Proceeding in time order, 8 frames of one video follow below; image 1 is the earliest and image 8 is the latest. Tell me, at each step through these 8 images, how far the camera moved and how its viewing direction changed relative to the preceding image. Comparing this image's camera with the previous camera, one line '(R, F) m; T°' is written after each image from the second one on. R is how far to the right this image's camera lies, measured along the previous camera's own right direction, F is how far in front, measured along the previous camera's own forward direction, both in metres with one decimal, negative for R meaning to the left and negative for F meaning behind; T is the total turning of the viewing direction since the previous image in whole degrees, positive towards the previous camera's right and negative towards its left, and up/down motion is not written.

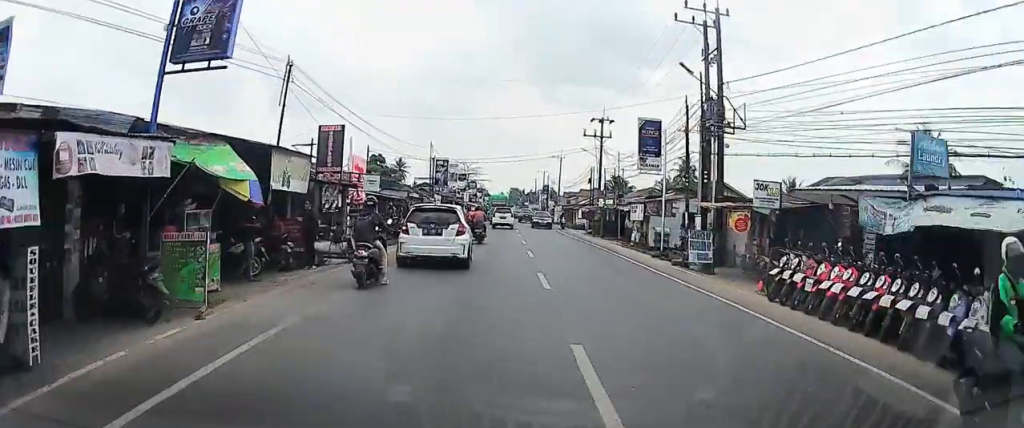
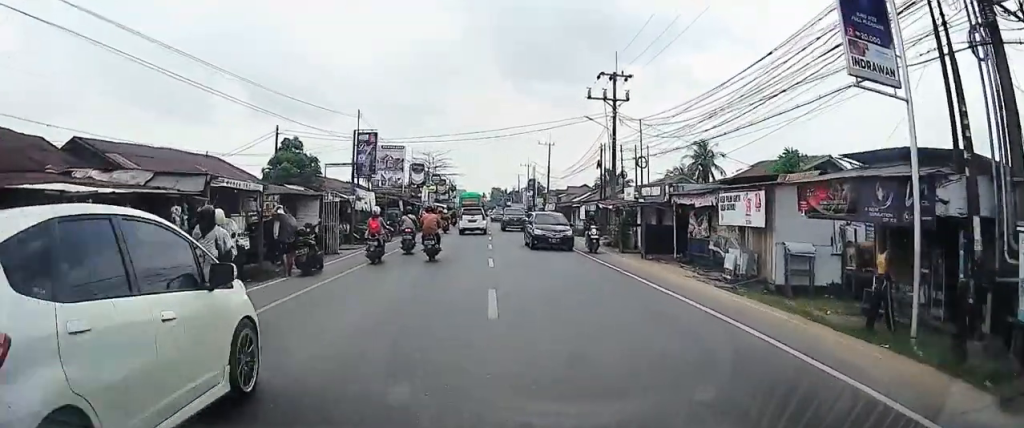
(+0.2, +18.2) m; +1°
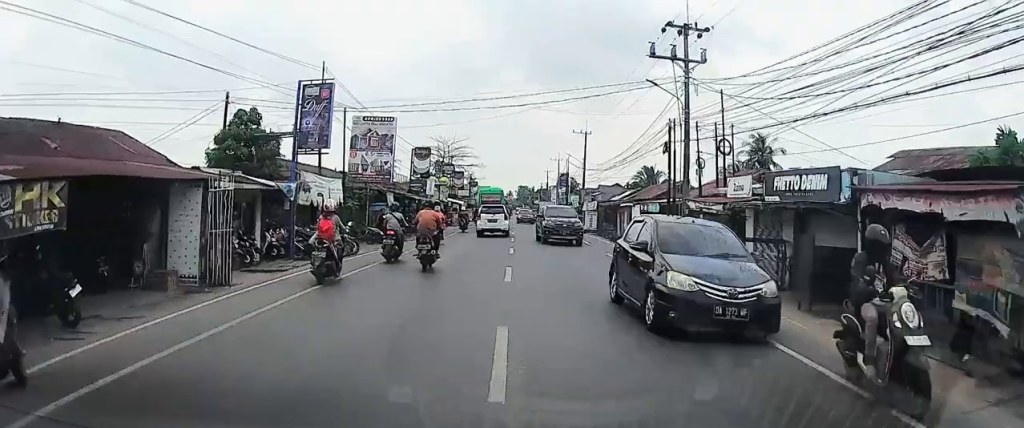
(0.0, +11.8) m; 0°
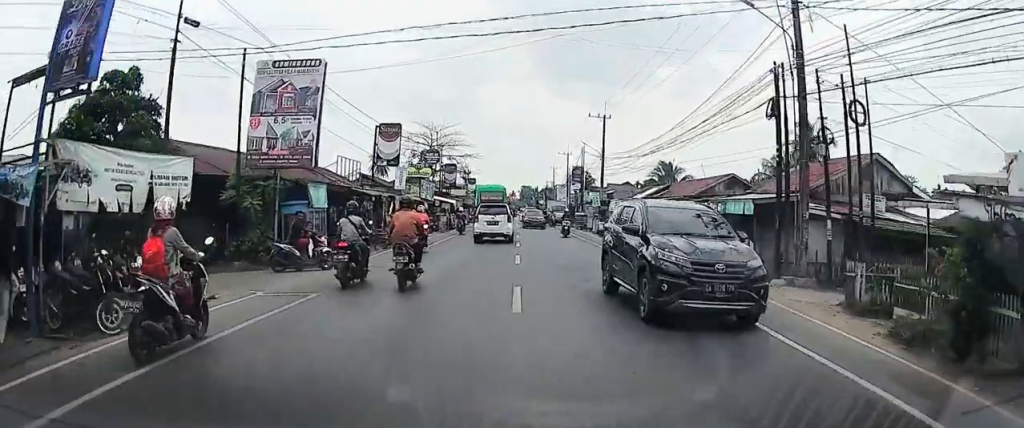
(0.0, +13.5) m; 0°
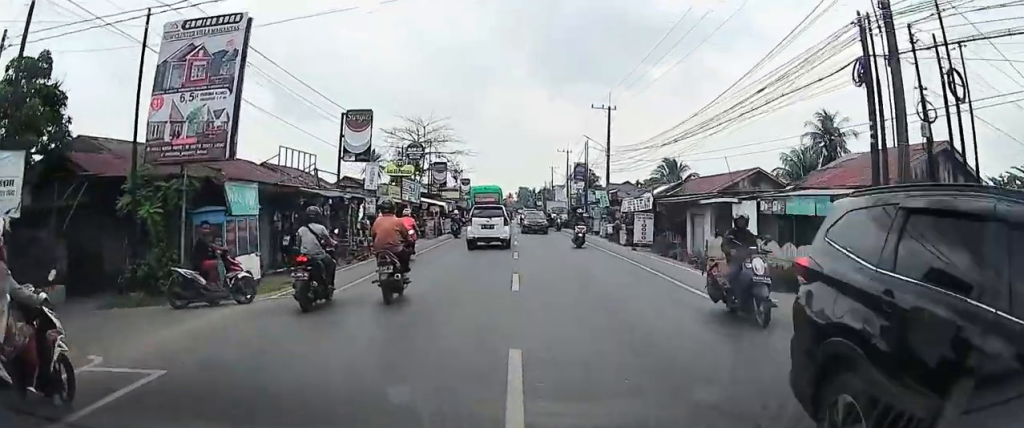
(0.0, +6.6) m; 0°
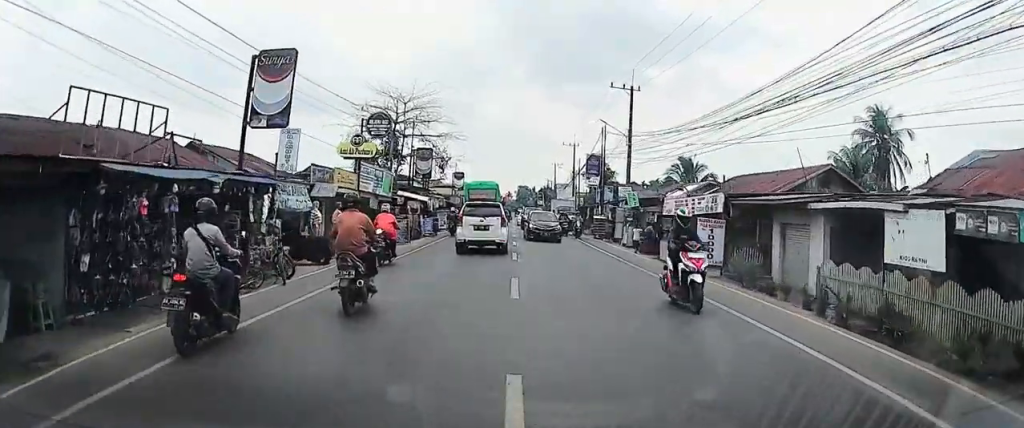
(0.0, +11.5) m; 0°
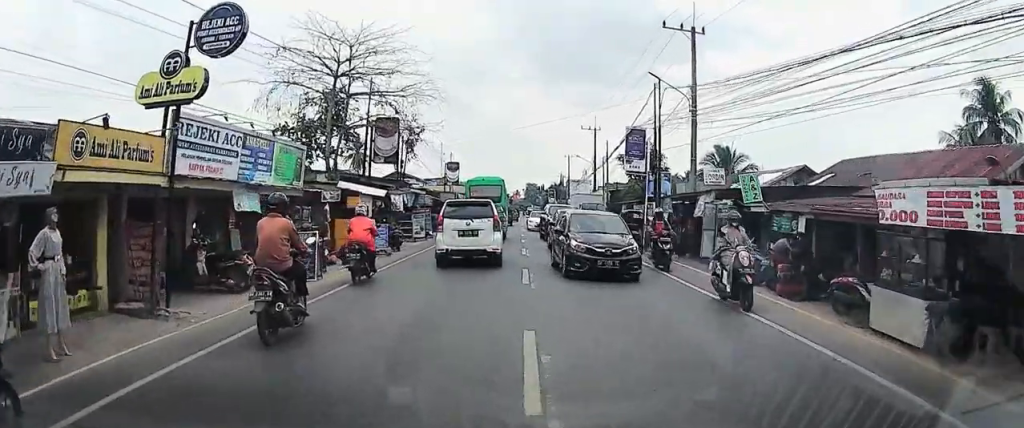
(0.0, +19.5) m; 0°
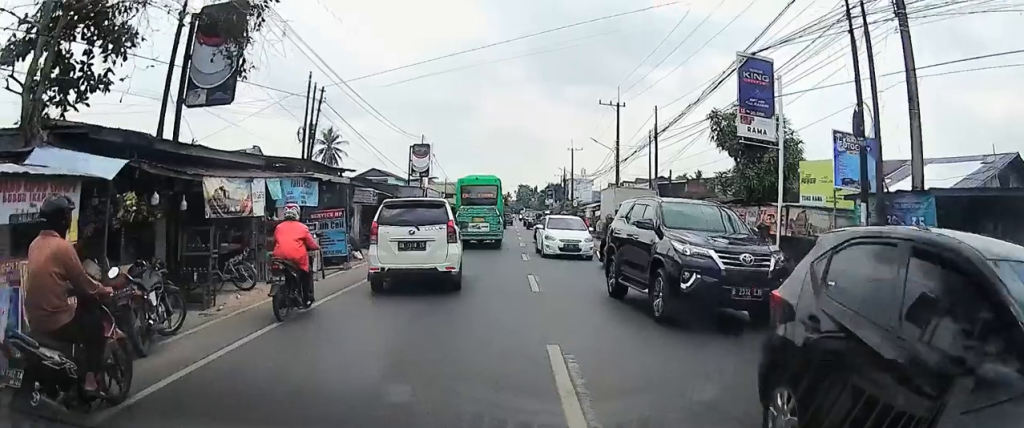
(-0.2, +22.1) m; -1°
